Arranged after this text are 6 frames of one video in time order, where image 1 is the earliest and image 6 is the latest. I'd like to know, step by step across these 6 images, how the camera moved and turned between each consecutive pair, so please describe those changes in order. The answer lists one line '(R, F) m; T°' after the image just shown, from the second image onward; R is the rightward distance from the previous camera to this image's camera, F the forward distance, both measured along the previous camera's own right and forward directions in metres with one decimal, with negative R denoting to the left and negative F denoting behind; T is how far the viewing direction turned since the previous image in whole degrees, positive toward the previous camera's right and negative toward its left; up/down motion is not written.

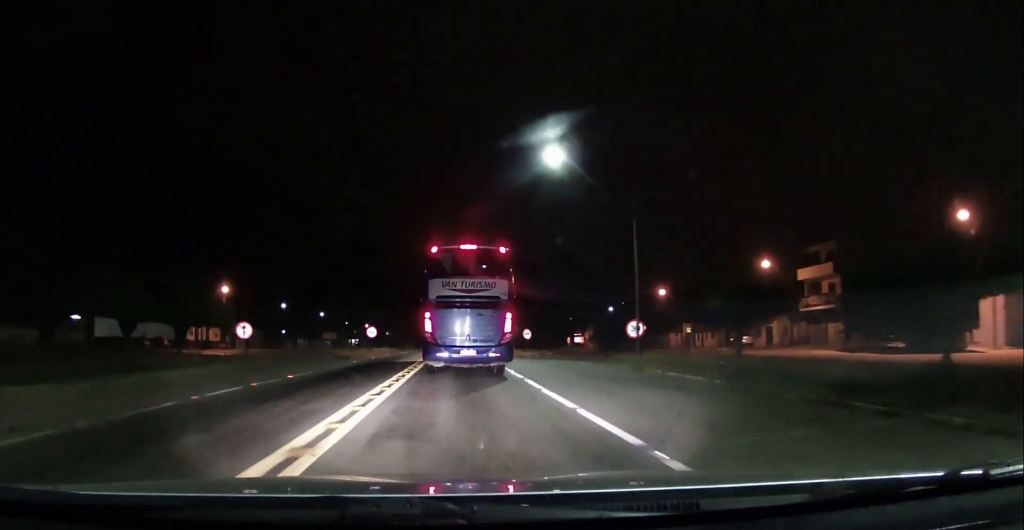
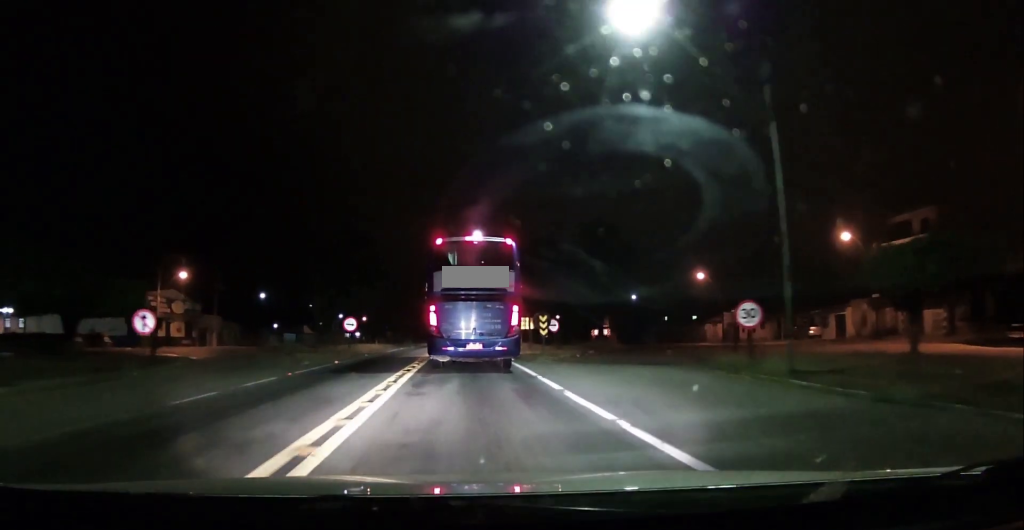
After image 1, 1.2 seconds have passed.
(+0.2, +14.3) m; +2°
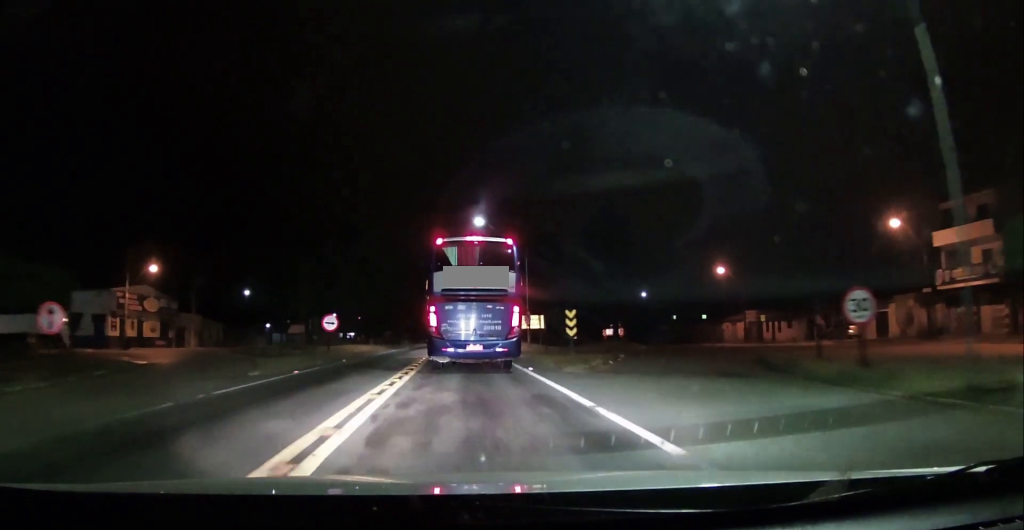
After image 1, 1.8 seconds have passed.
(+0.1, +7.0) m; 0°
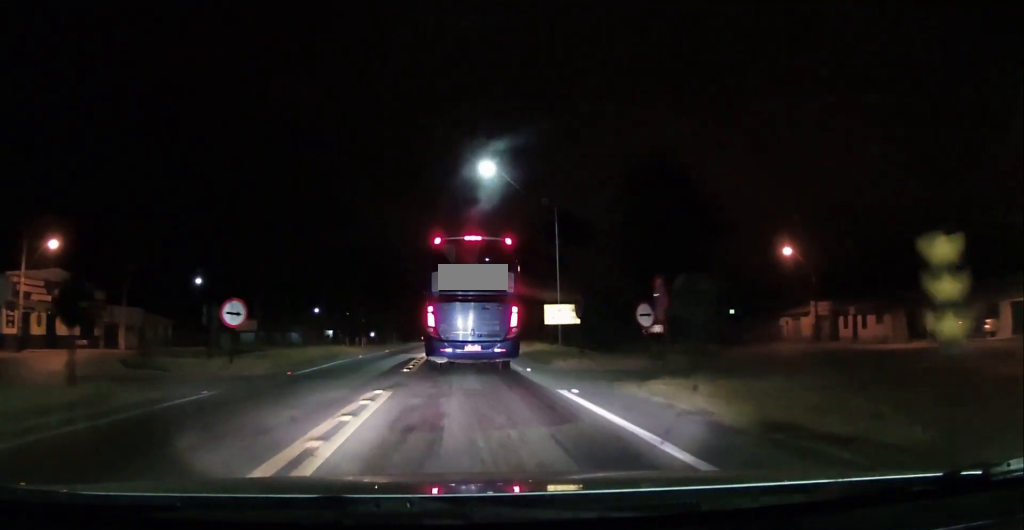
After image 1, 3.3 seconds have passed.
(0.0, +17.0) m; -1°
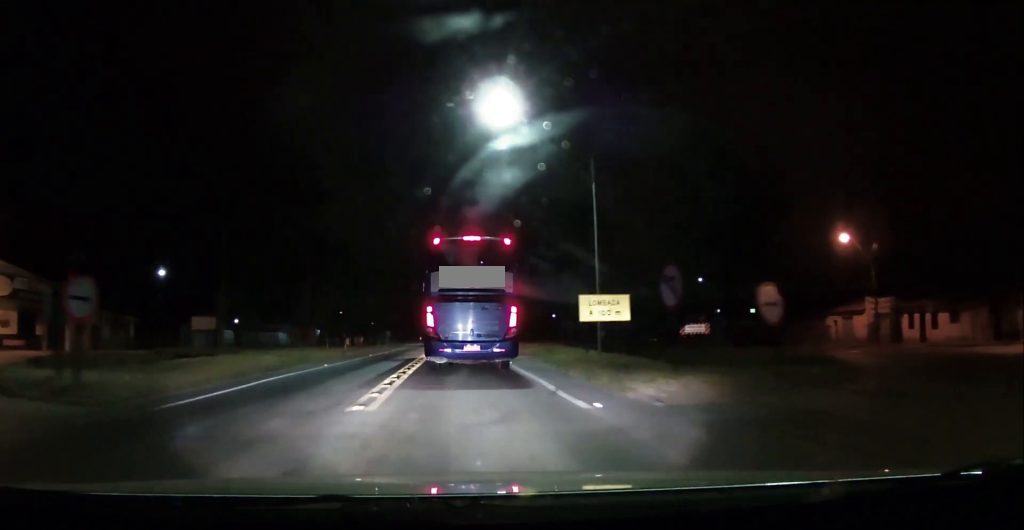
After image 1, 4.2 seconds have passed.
(0.0, +9.8) m; 0°
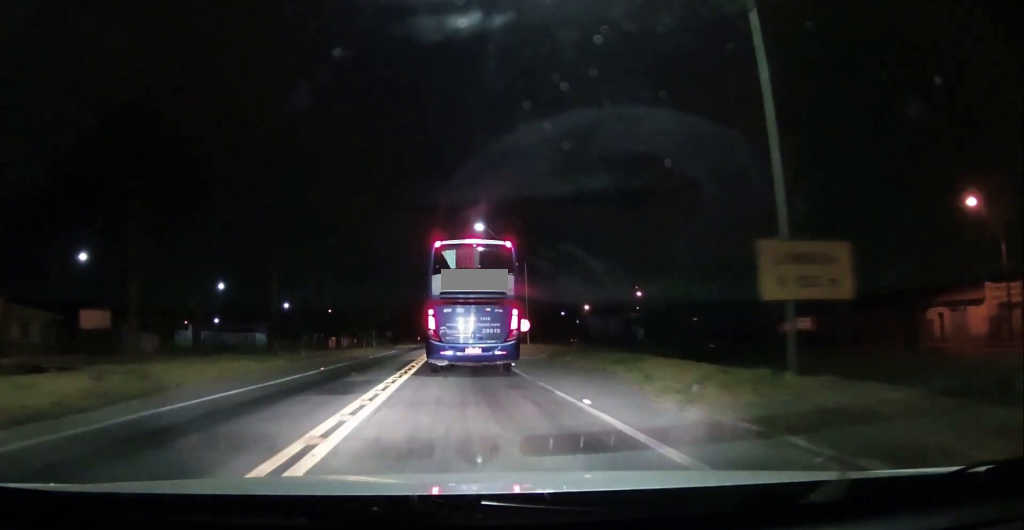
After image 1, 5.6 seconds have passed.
(-0.1, +15.1) m; -1°
